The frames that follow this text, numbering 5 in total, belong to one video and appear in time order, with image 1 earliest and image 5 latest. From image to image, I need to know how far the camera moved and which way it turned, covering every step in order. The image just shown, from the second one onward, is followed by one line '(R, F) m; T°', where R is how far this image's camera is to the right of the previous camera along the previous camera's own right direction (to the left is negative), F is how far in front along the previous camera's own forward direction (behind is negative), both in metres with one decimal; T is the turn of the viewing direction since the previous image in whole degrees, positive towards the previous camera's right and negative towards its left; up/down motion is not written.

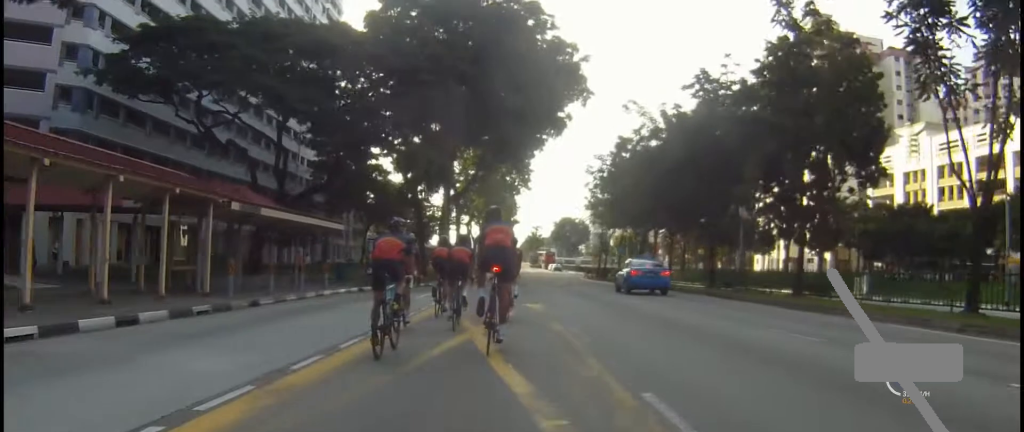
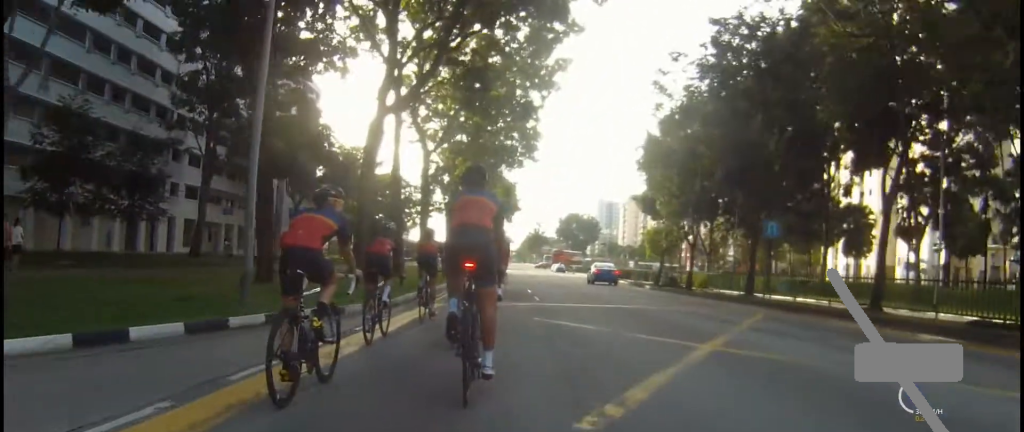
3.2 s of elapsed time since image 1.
(+2.6, +34.2) m; +9°
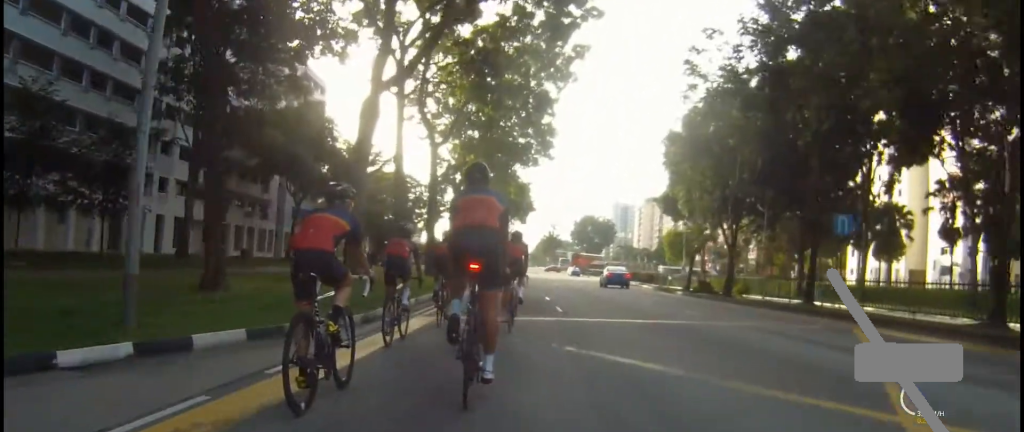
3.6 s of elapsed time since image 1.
(0.0, +4.7) m; +1°
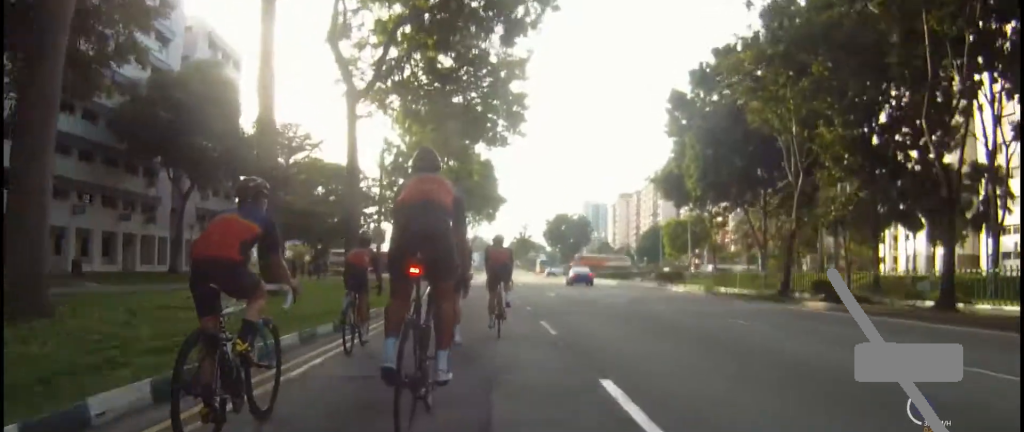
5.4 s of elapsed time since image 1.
(+0.6, +18.1) m; +1°
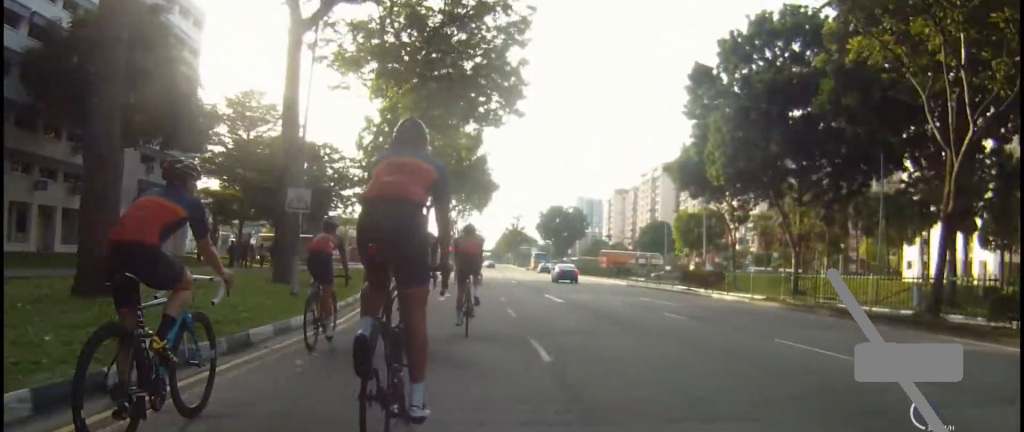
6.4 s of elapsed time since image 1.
(-0.4, +9.5) m; -7°
